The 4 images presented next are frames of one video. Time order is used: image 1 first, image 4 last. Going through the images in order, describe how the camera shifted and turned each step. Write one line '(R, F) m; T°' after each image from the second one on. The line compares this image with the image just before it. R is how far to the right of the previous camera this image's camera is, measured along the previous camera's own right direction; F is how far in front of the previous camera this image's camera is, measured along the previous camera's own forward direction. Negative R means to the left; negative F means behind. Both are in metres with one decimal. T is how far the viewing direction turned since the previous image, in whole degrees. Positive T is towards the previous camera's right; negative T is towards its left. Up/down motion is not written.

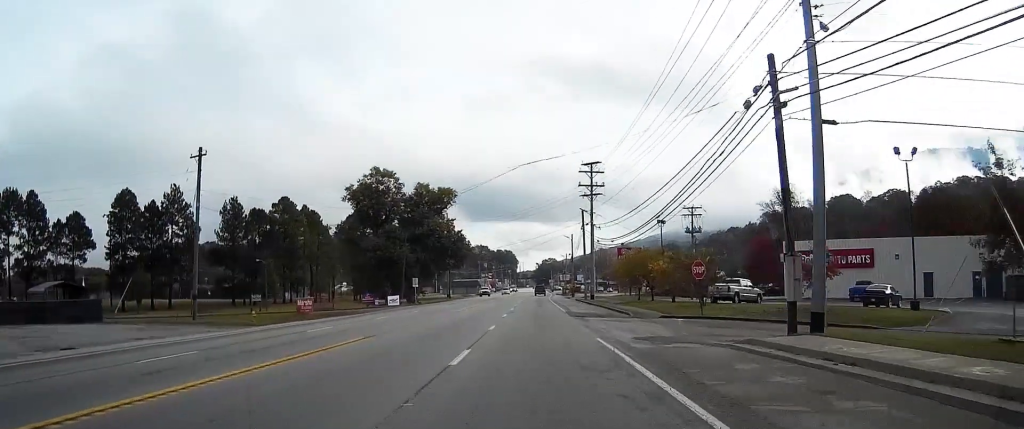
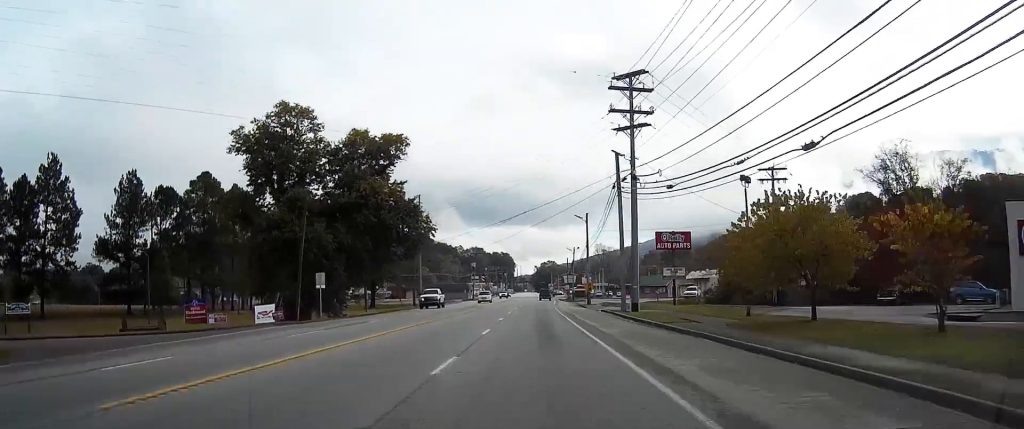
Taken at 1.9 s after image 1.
(-0.1, +36.7) m; 0°
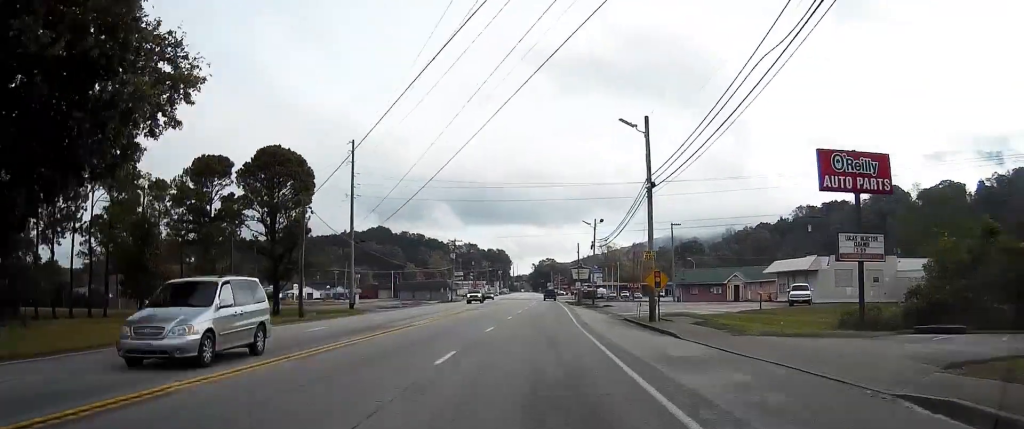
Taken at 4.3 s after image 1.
(+0.2, +45.9) m; 0°
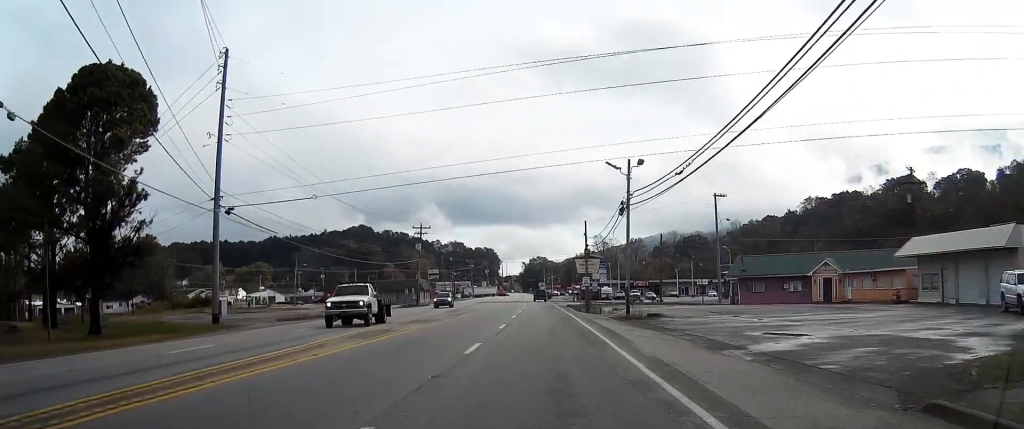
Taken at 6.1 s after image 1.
(+0.3, +33.5) m; +1°
